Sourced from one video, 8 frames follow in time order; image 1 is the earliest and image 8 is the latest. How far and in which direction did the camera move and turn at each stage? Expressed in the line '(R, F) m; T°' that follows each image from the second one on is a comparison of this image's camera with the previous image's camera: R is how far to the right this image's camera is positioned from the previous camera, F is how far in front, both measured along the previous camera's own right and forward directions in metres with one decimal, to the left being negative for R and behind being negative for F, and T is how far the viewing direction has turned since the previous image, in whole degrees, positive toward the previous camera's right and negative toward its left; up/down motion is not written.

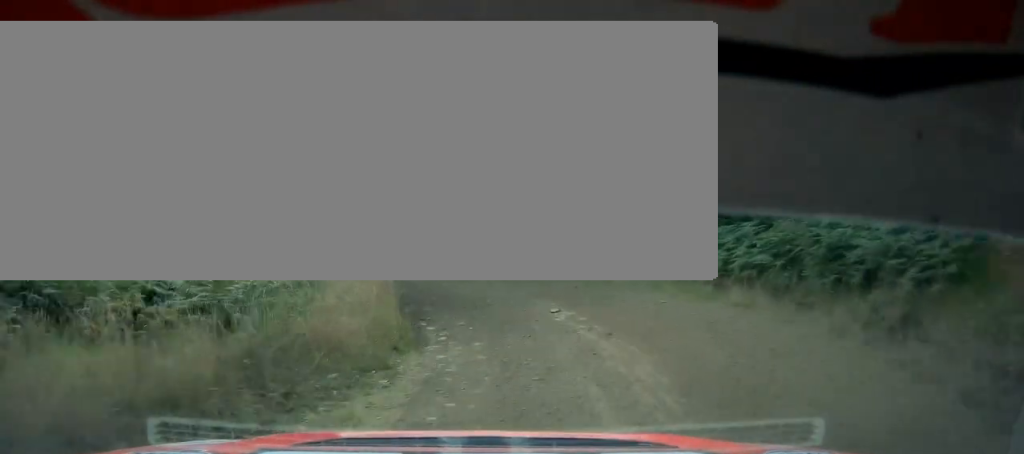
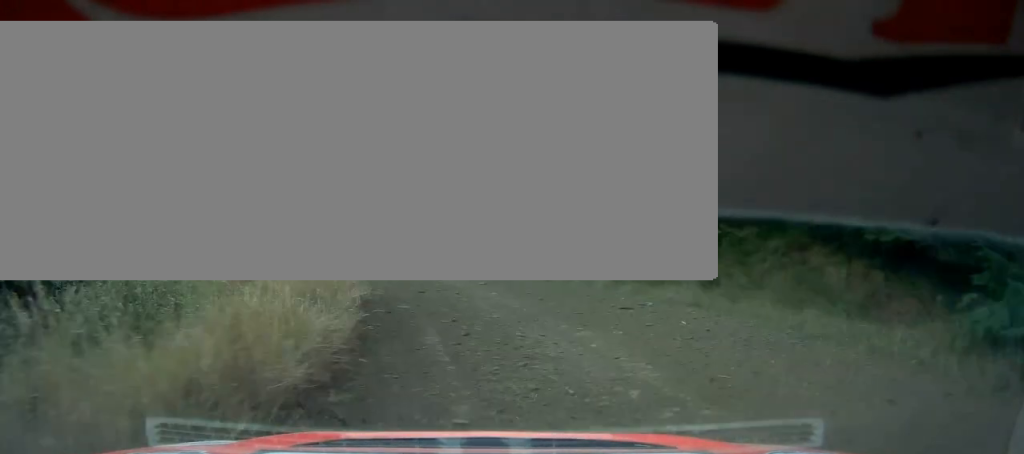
(-0.4, +9.2) m; -5°
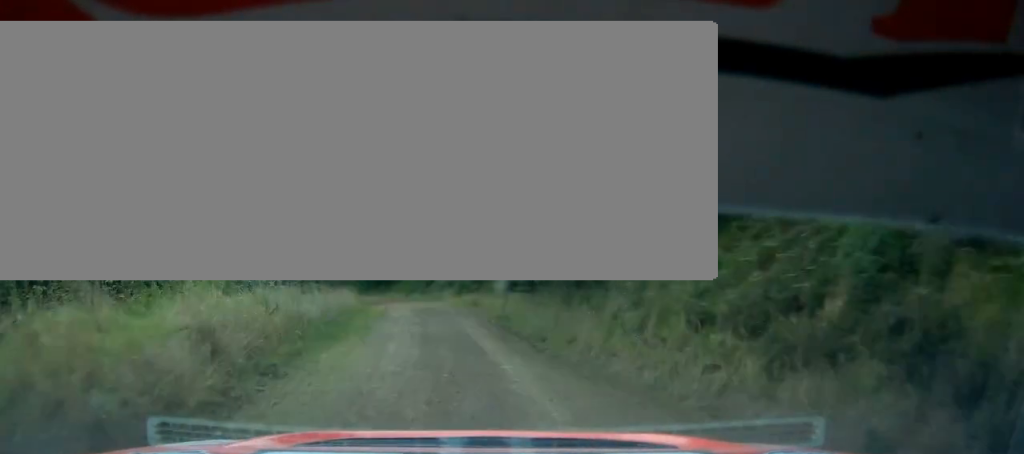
(-0.6, +14.4) m; -12°
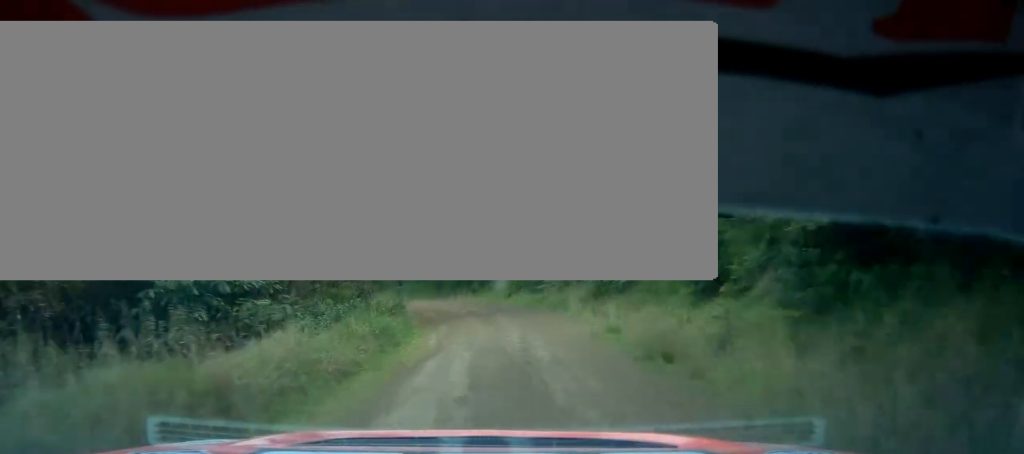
(-2.5, +15.0) m; -18°
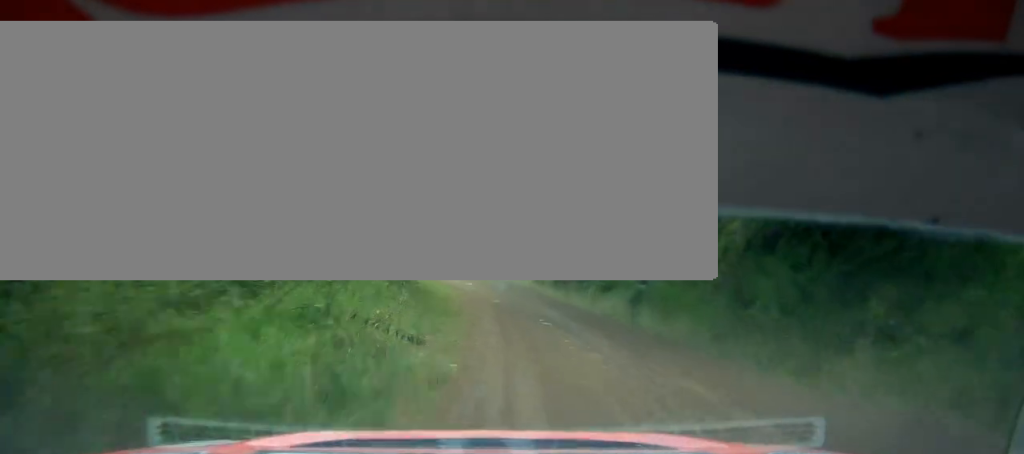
(-3.4, +24.3) m; -8°
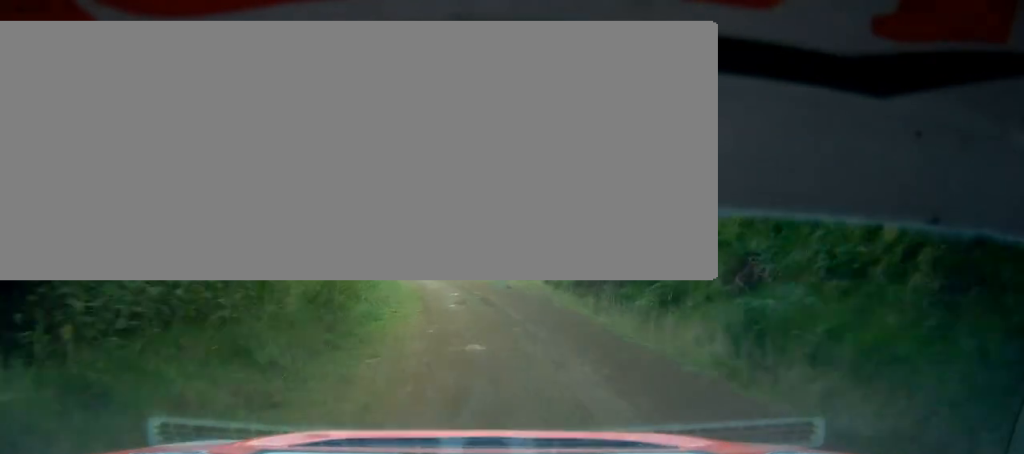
(0.0, +9.1) m; 0°
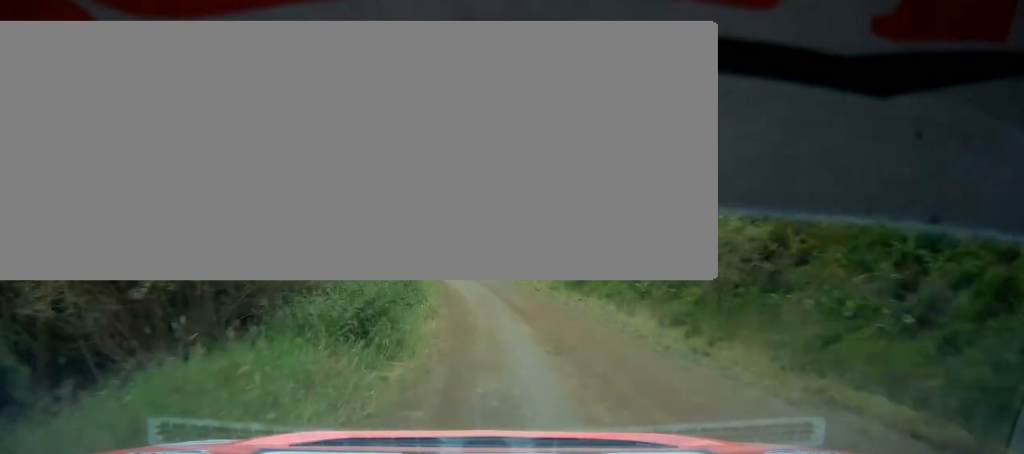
(0.0, +45.4) m; 0°
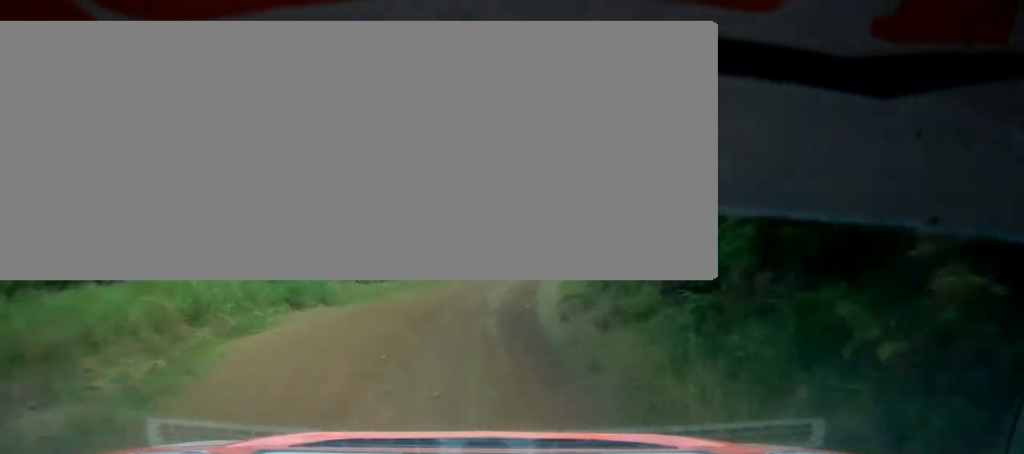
(-3.9, +42.0) m; -17°
